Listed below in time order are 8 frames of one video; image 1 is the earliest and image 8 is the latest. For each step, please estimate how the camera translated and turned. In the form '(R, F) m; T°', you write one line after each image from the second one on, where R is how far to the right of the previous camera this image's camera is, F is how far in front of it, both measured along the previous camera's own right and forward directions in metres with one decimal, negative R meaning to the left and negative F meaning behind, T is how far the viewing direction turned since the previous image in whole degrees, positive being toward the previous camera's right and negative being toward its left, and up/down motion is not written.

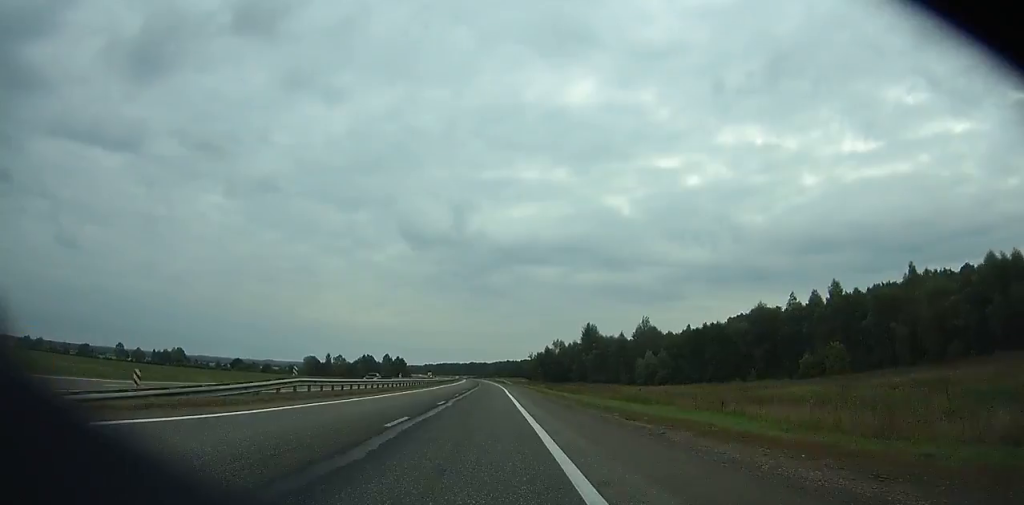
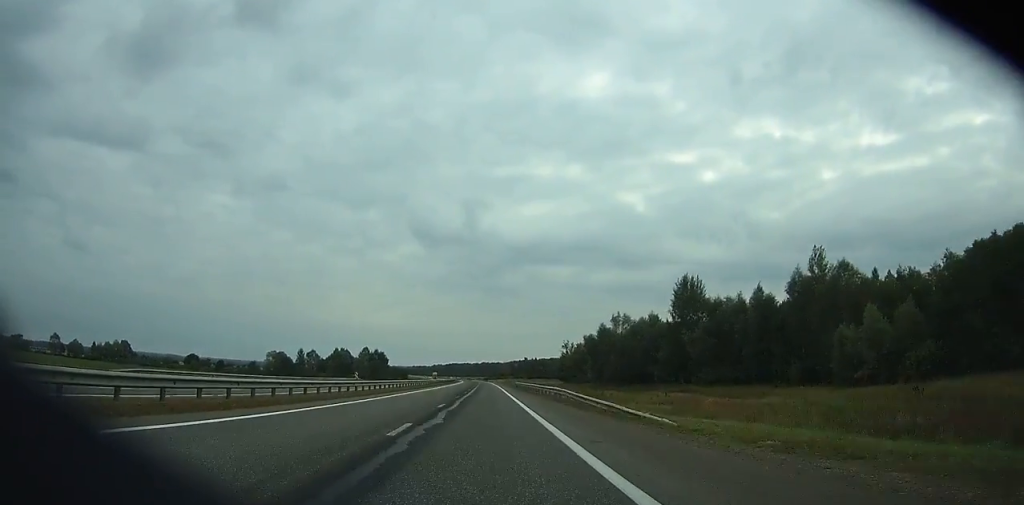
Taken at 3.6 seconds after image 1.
(0.0, +96.9) m; -1°
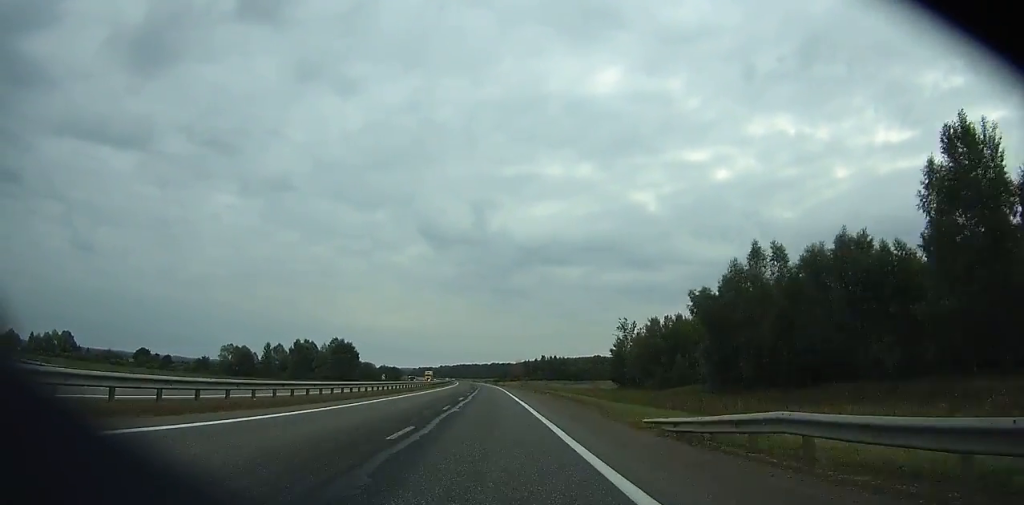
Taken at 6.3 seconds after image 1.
(-0.5, +72.9) m; -1°
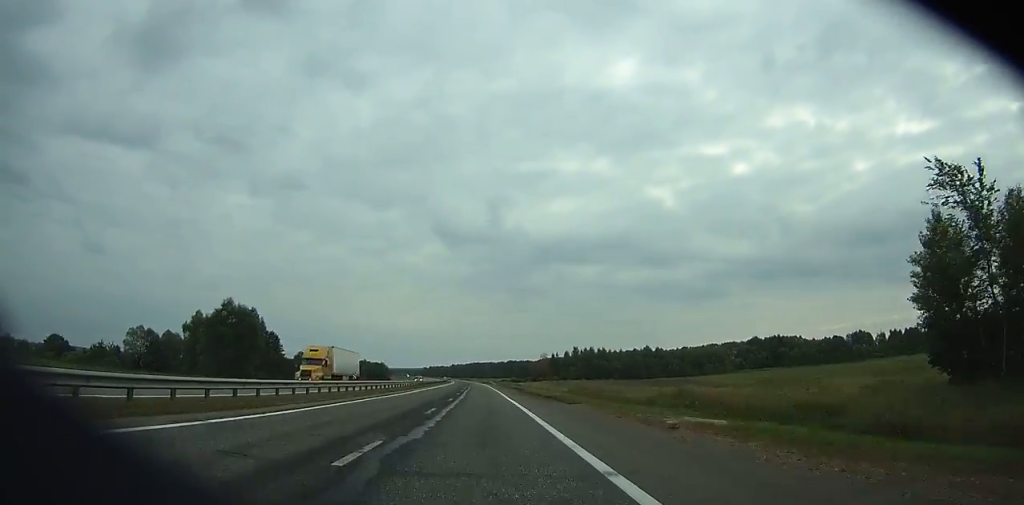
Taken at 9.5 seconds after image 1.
(-0.9, +87.2) m; -2°
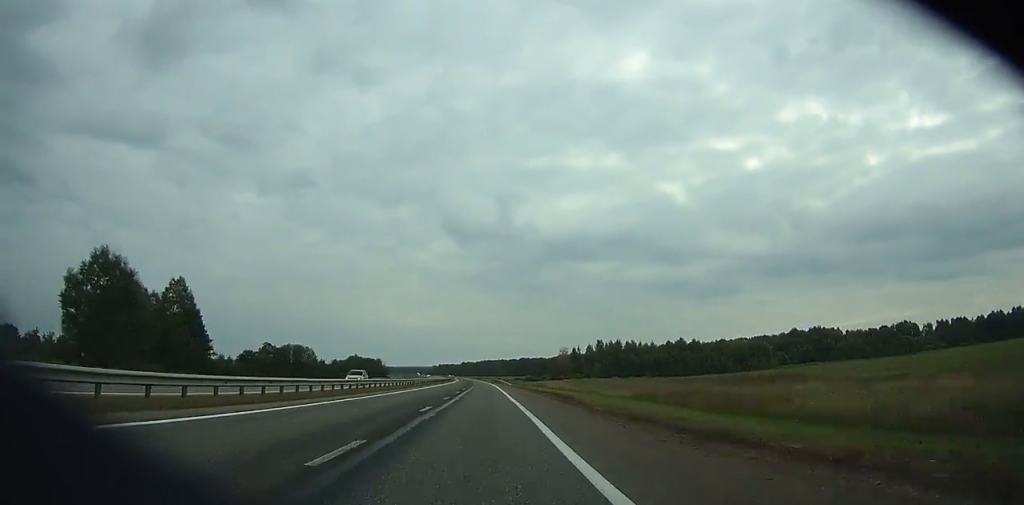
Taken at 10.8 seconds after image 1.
(-0.1, +35.7) m; -1°
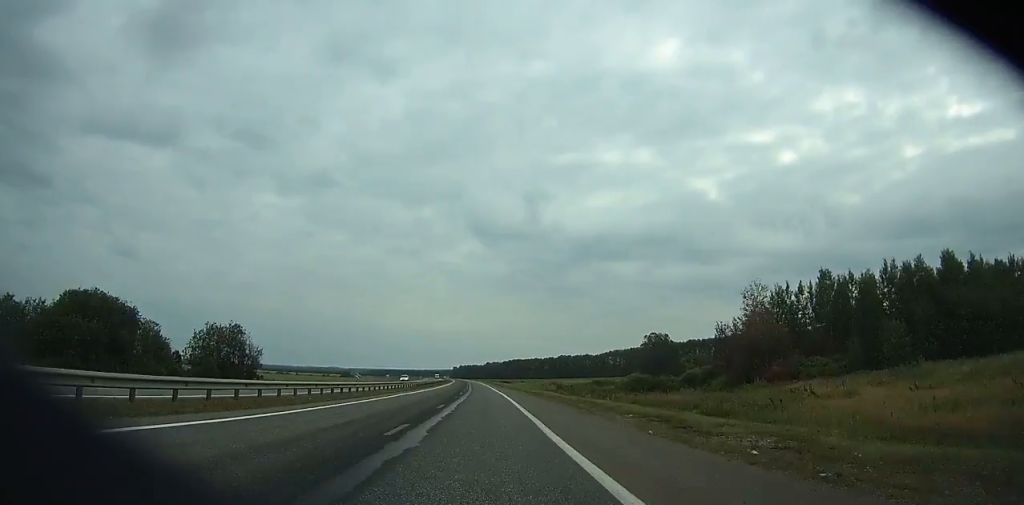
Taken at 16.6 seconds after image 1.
(-5.1, +161.1) m; -3°
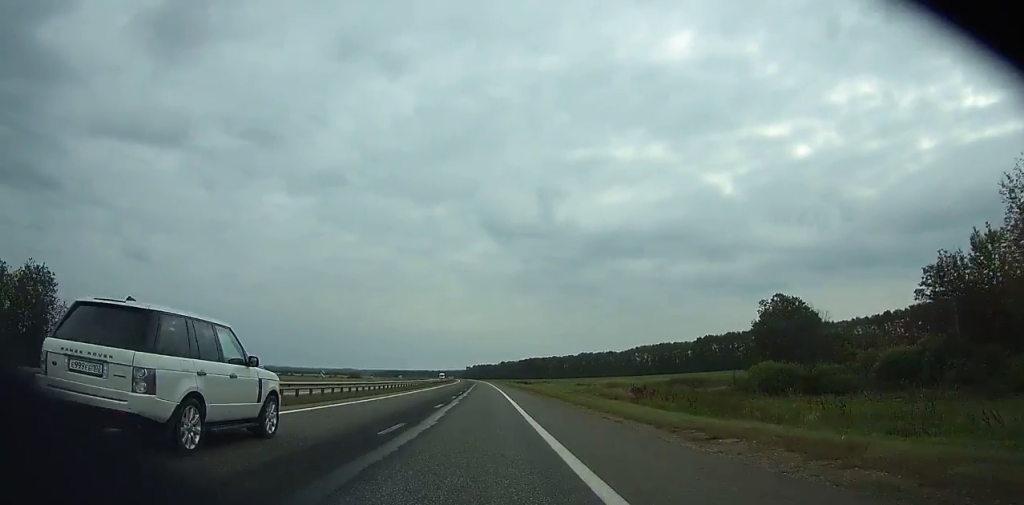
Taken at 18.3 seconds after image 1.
(-0.5, +47.6) m; -1°
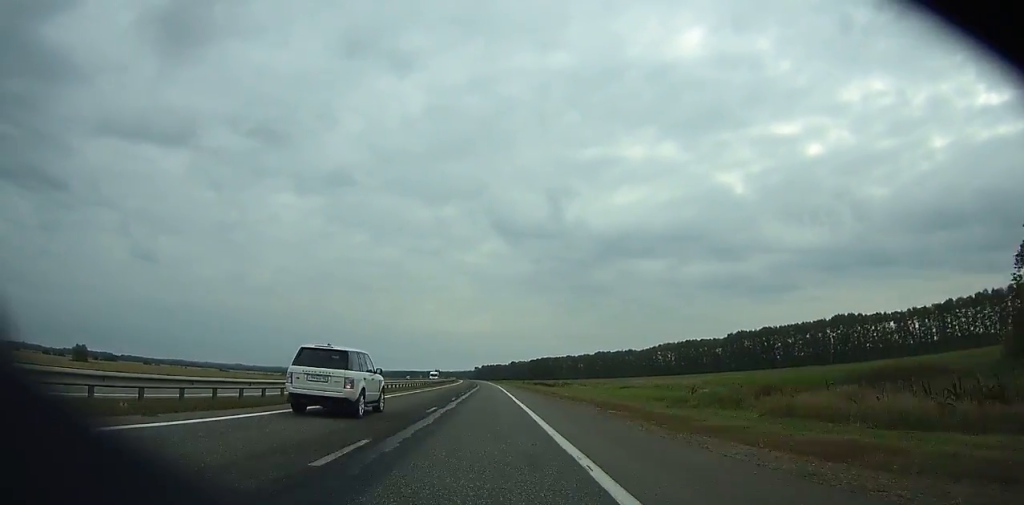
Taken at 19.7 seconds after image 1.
(-0.1, +39.2) m; -1°
